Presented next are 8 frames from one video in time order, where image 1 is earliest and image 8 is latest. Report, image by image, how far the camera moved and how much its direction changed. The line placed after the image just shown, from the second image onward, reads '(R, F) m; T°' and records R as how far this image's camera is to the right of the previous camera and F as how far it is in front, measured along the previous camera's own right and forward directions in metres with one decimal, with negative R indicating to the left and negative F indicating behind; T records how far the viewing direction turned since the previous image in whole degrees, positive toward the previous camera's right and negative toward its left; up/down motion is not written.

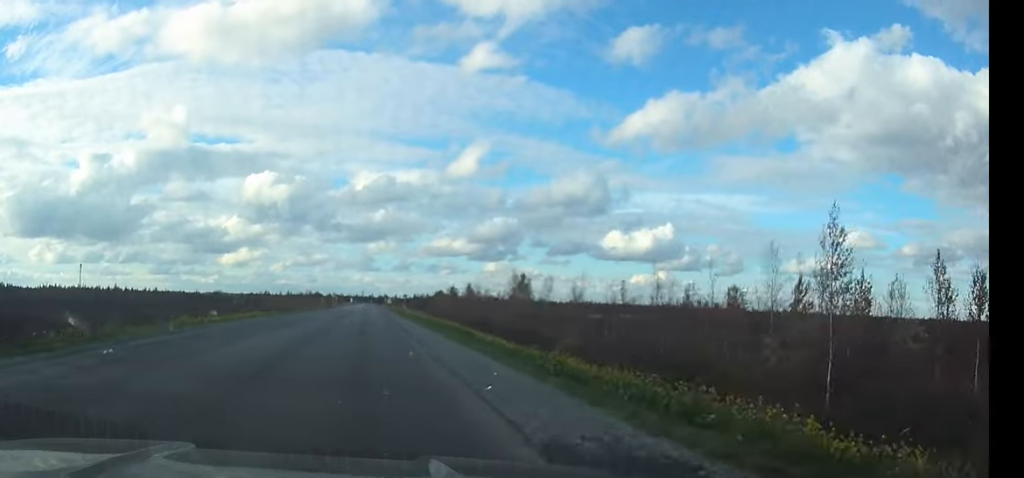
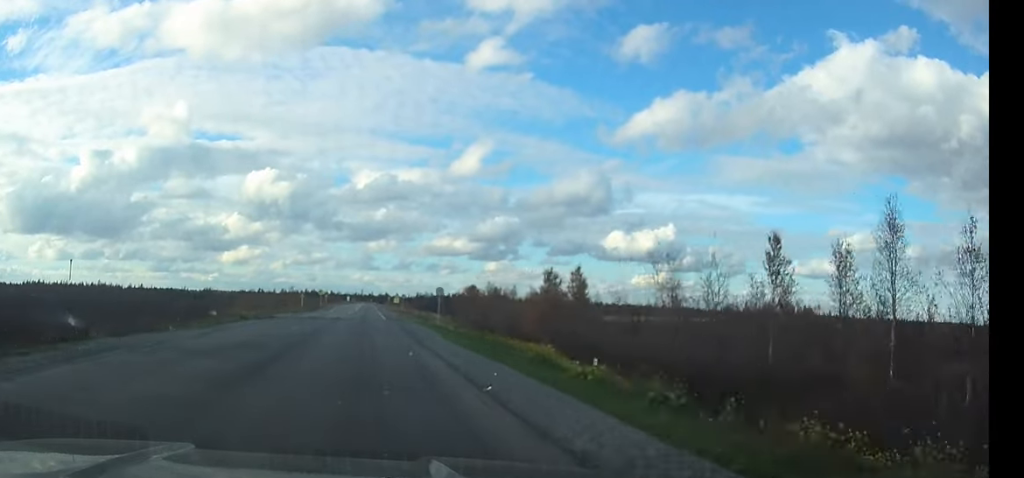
(0.0, +42.9) m; 0°
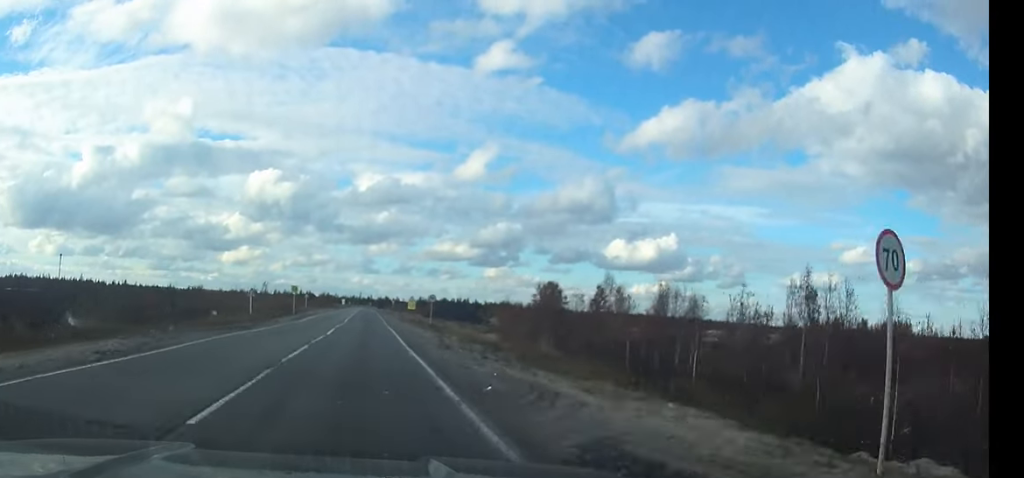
(+0.1, +42.2) m; 0°
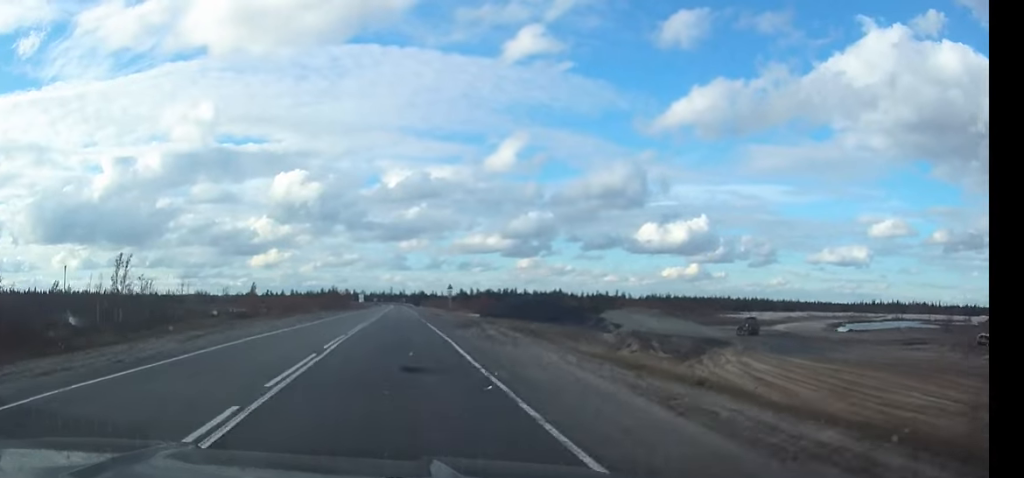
(-0.7, +80.7) m; -1°
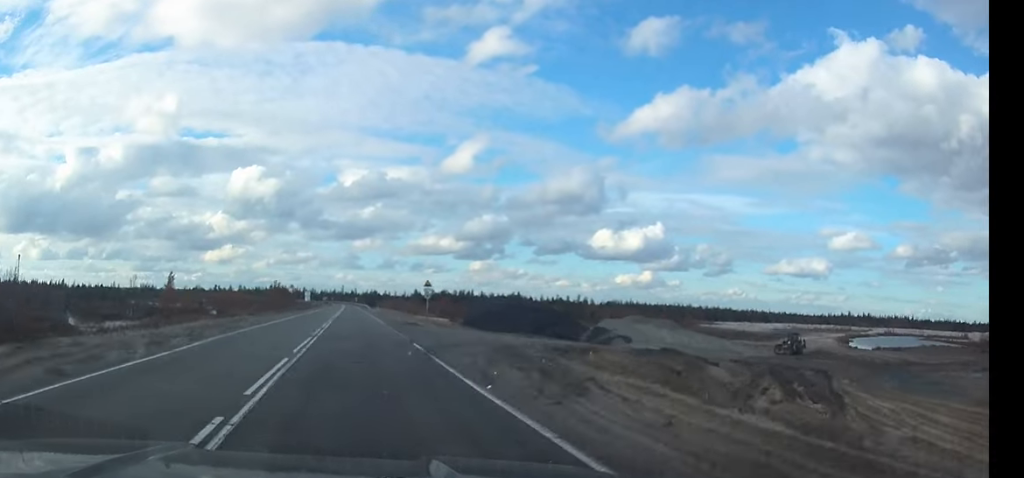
(+0.3, +24.5) m; +1°
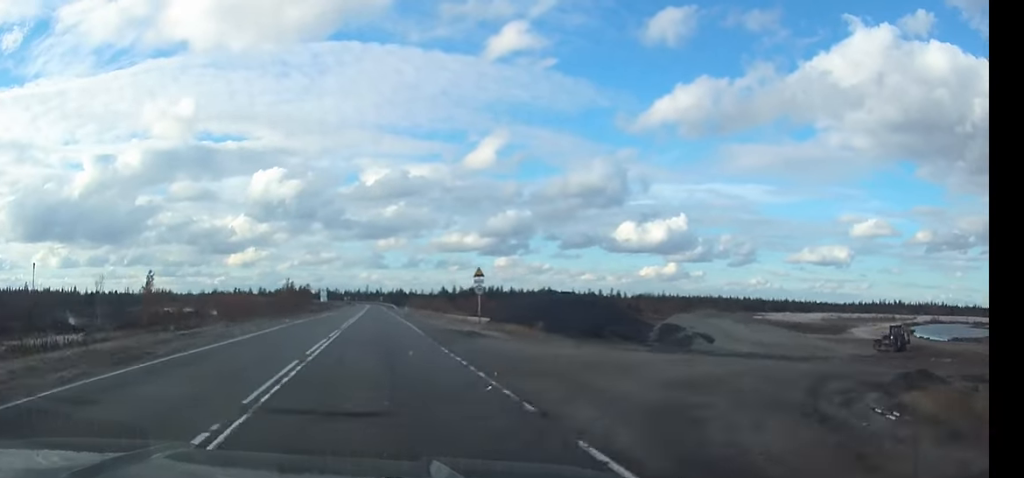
(+0.1, +17.7) m; 0°
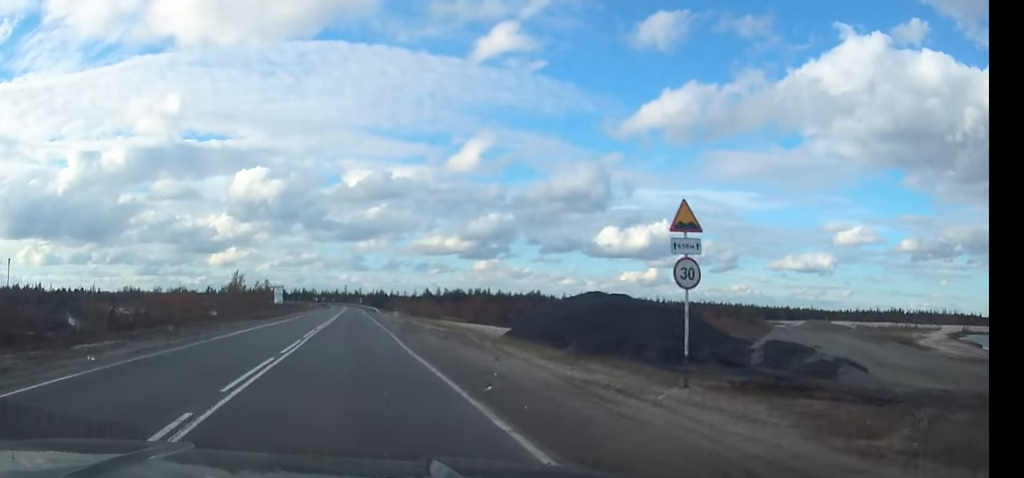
(0.0, +30.0) m; 0°
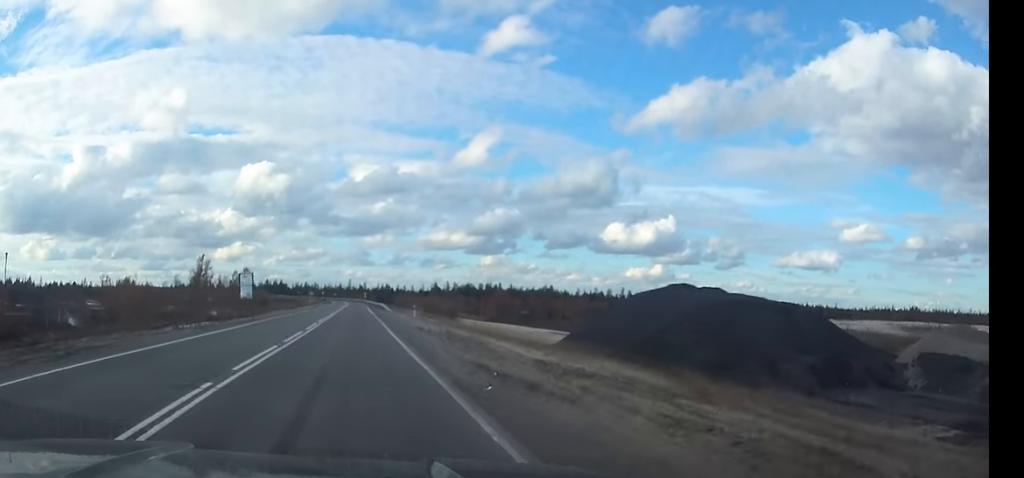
(0.0, +21.3) m; 0°
